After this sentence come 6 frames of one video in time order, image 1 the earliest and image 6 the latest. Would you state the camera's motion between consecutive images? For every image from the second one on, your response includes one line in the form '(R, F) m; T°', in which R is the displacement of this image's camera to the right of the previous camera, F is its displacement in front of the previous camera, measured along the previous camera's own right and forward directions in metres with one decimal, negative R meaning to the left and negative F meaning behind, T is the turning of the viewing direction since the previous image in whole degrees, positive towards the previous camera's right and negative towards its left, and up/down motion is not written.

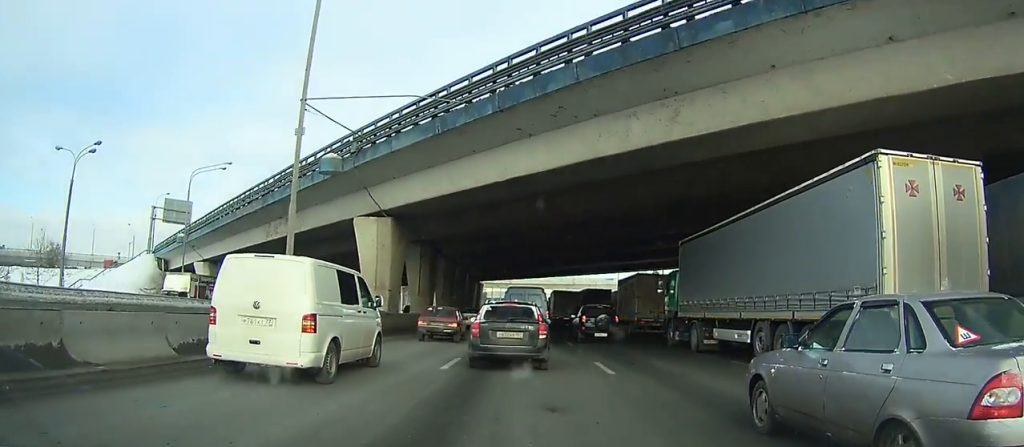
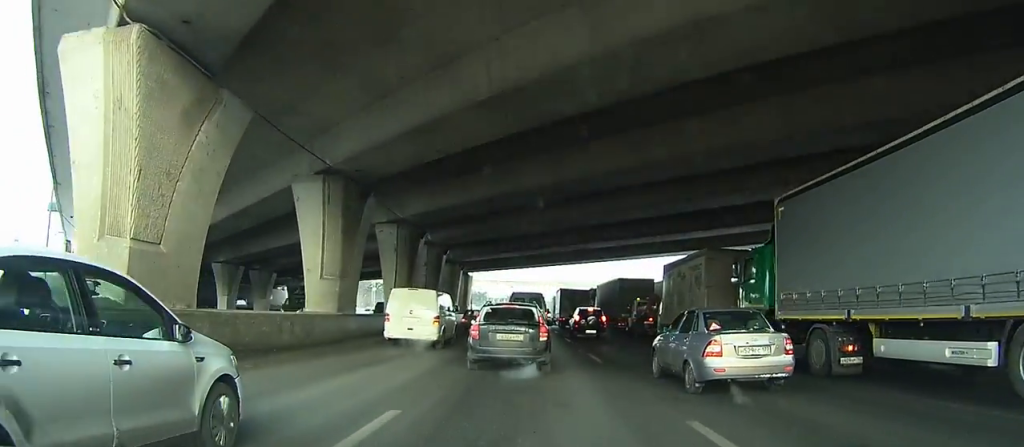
(0.0, +22.7) m; -1°
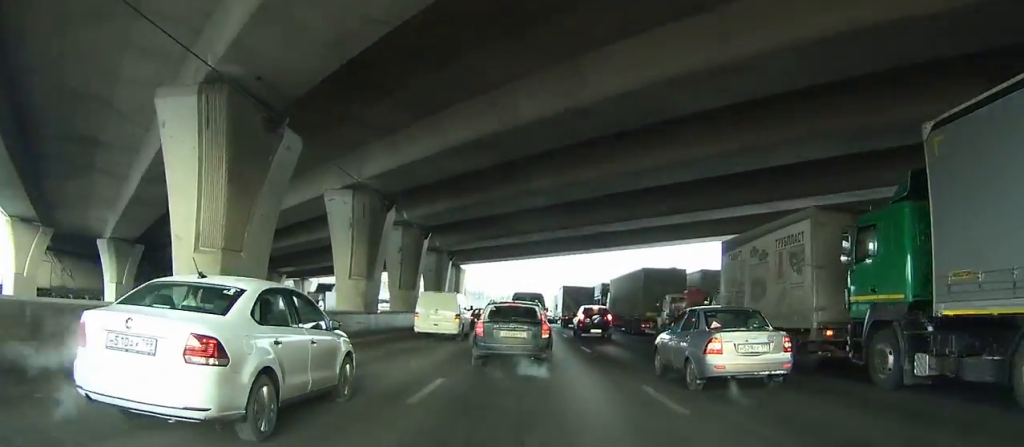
(-0.1, +8.8) m; -1°
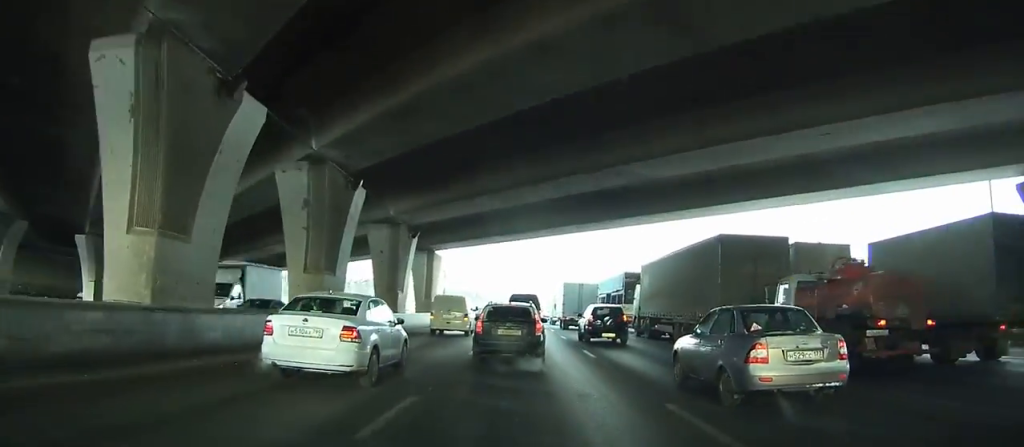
(-0.1, +14.1) m; -3°
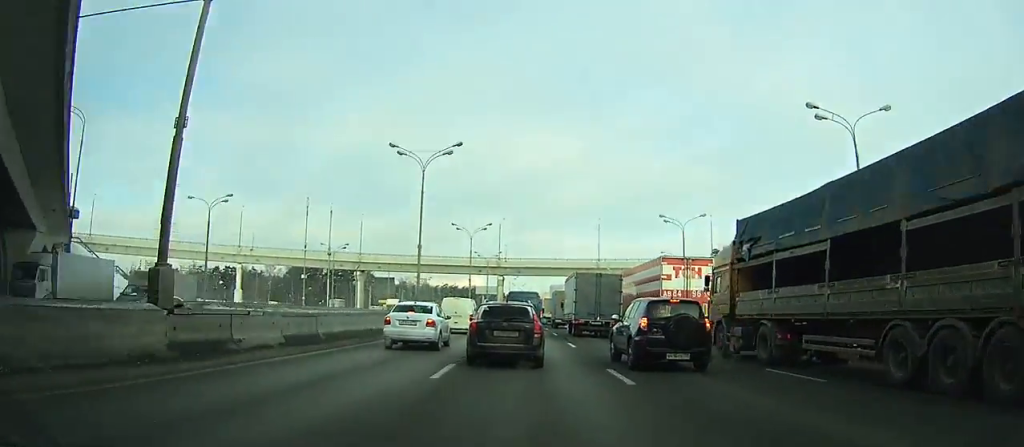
(-0.4, +39.7) m; +8°
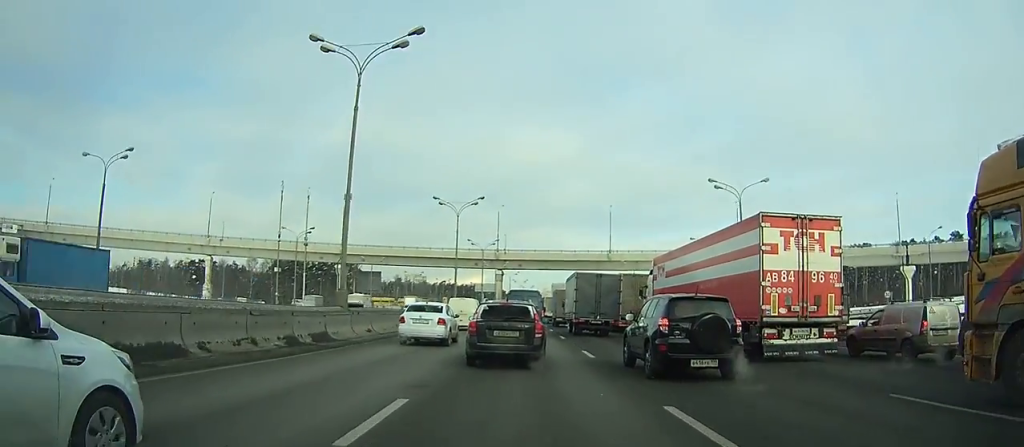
(+1.5, +17.7) m; +2°
